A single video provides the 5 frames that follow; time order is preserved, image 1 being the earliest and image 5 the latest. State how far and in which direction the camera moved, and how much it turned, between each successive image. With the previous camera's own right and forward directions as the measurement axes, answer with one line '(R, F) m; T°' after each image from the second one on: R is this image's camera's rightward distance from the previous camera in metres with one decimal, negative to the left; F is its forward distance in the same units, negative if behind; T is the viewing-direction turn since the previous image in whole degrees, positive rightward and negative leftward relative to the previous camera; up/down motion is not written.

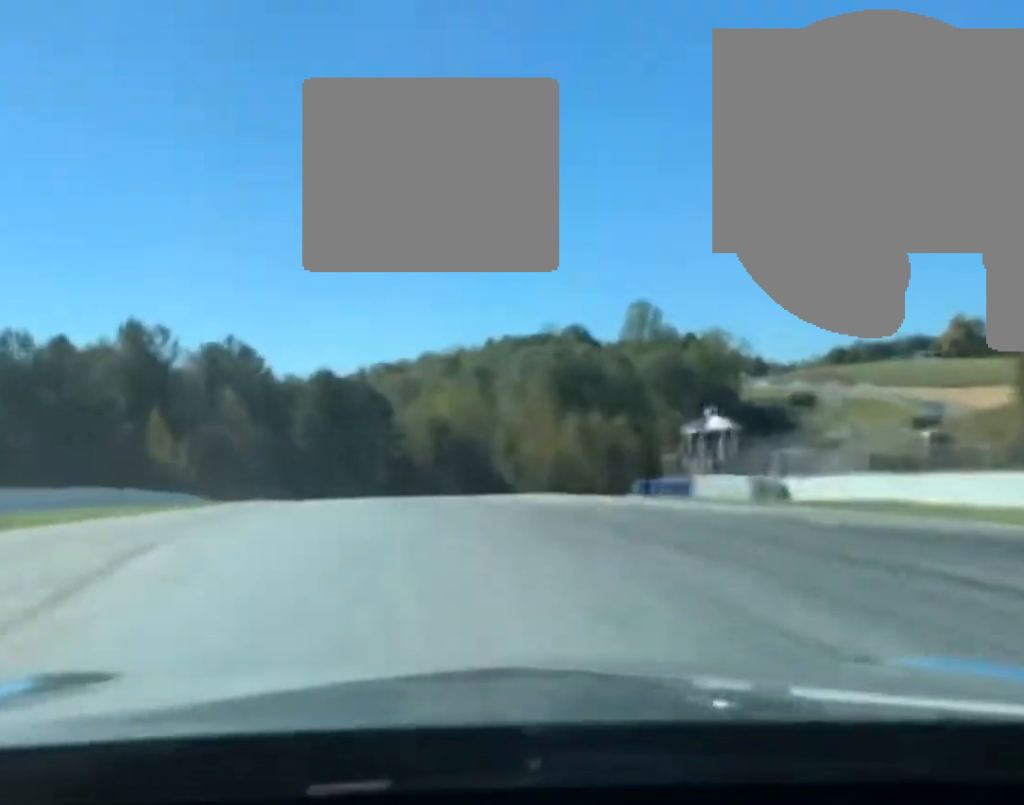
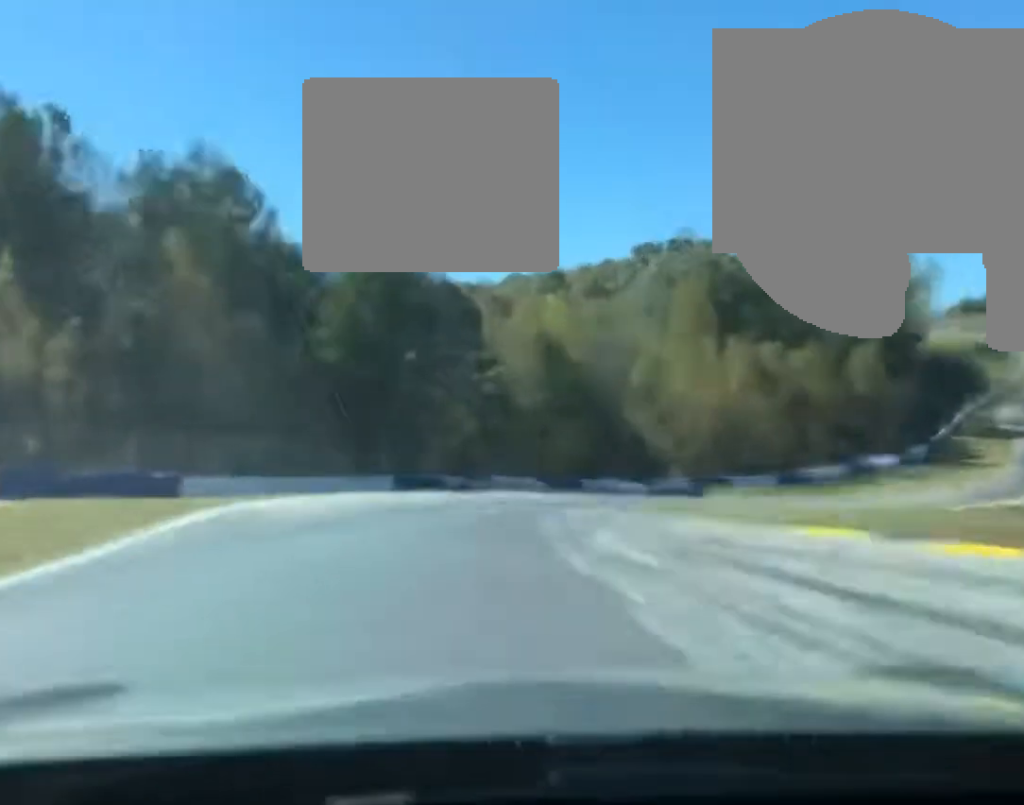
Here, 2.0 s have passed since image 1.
(-8.1, +78.4) m; -2°
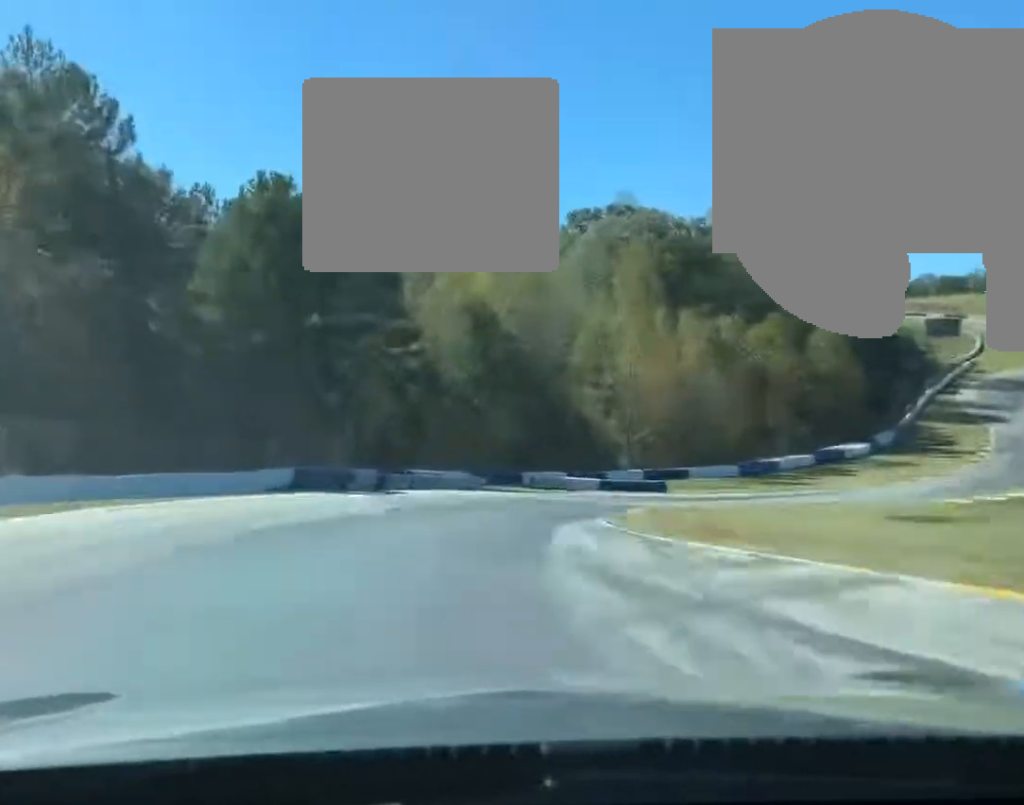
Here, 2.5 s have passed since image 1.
(+1.4, +19.6) m; +6°
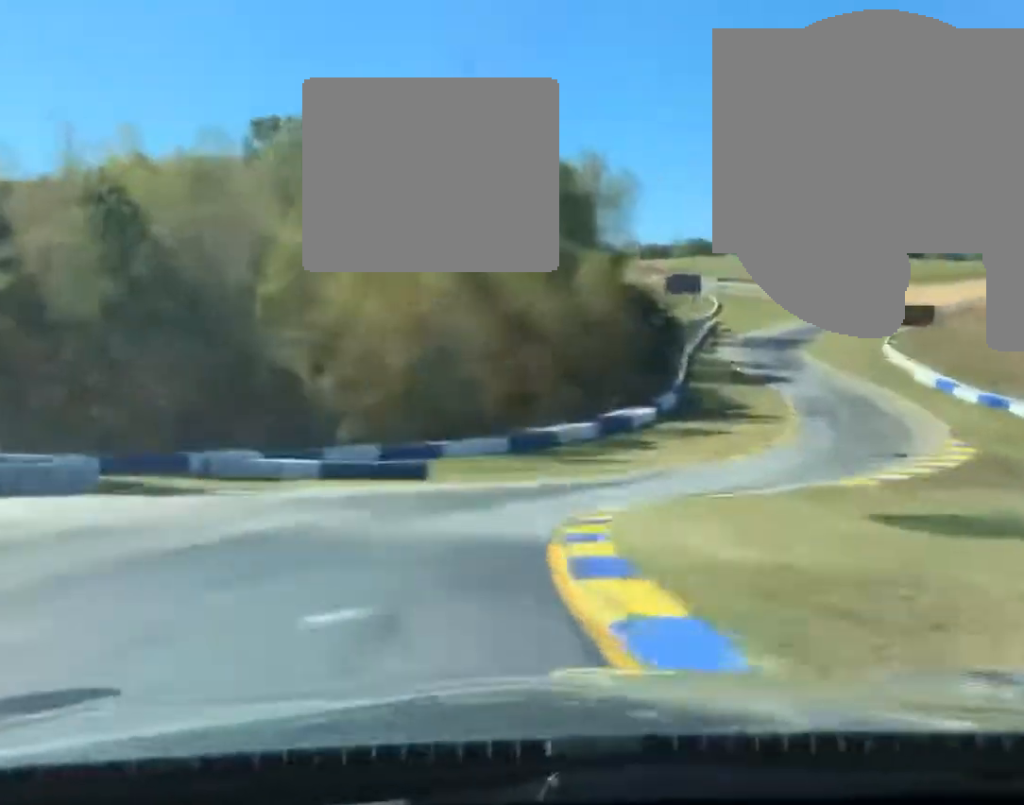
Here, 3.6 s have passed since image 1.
(+4.6, +42.0) m; +16°
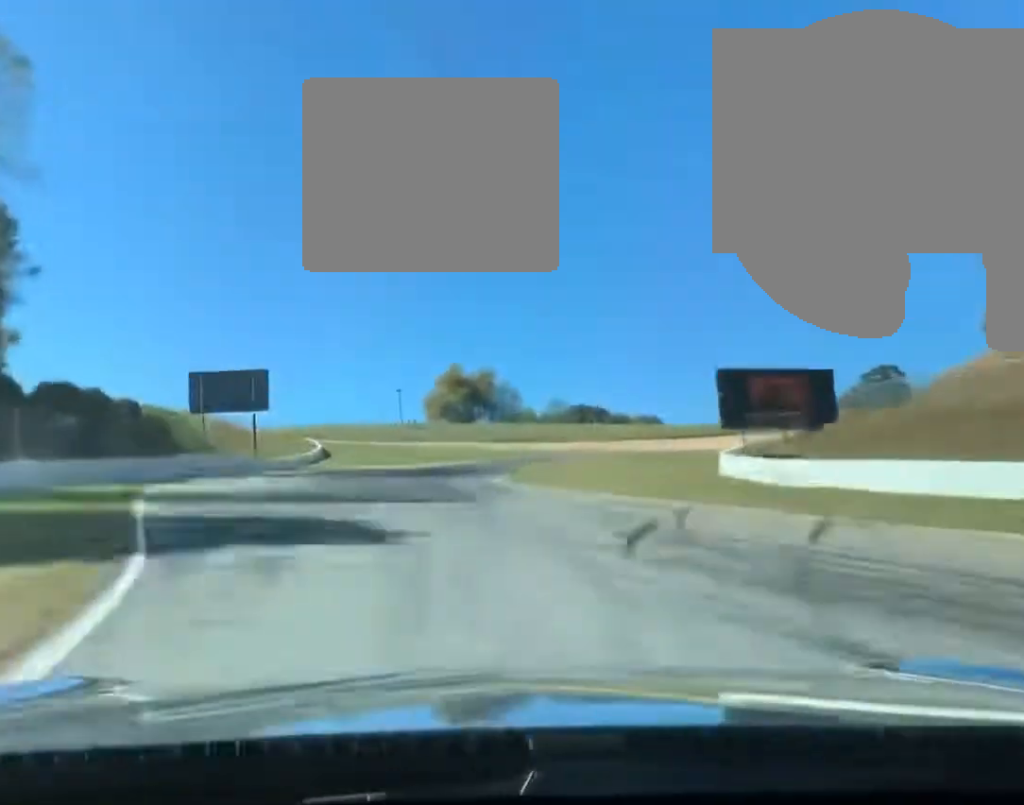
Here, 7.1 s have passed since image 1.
(+49.0, +133.4) m; +21°
